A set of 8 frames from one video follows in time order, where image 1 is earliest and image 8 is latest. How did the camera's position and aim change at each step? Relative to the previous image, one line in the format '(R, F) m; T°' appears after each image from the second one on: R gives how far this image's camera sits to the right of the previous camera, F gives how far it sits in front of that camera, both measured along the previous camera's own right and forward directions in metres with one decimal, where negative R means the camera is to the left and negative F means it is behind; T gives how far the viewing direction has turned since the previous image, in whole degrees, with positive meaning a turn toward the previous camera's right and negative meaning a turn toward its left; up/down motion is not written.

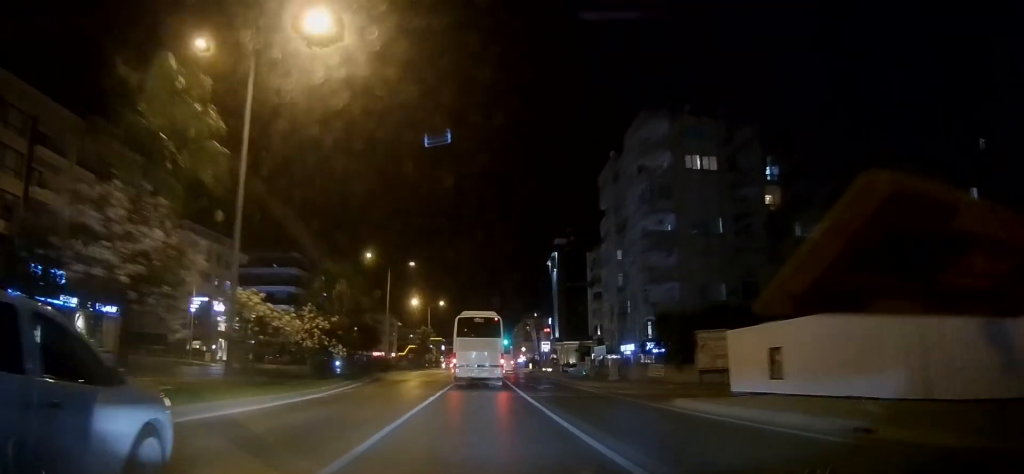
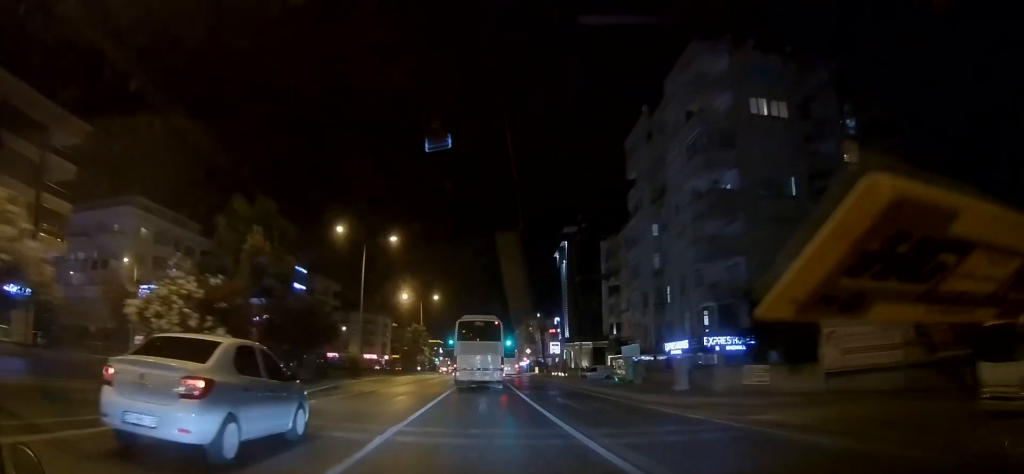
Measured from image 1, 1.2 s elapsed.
(-0.3, +13.1) m; +1°
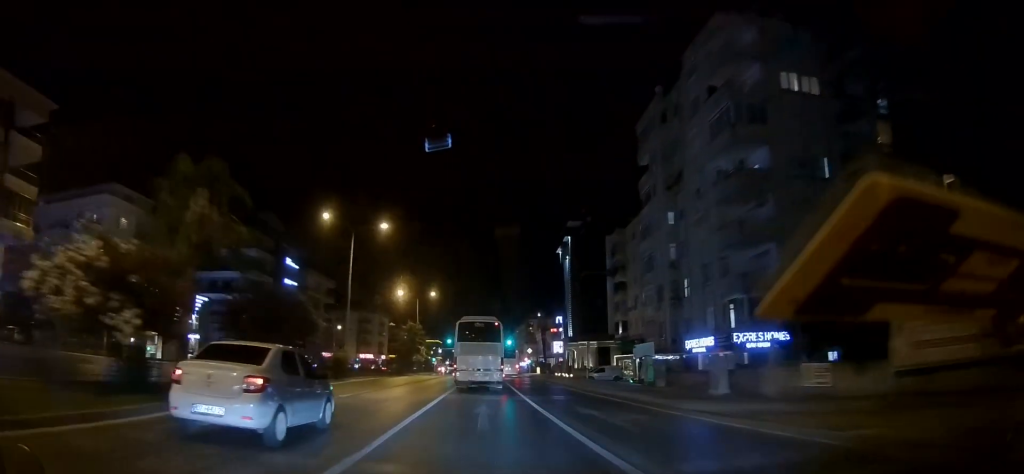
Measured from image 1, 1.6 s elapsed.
(+0.2, +4.4) m; +1°
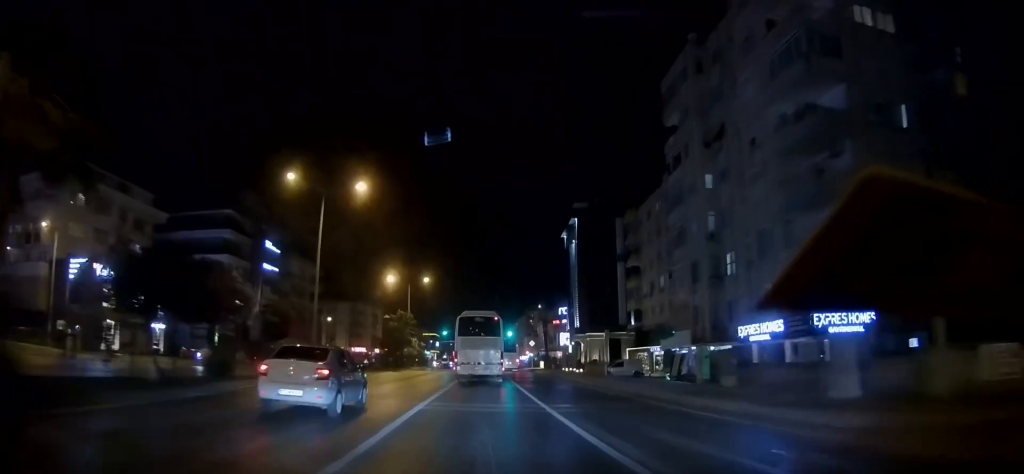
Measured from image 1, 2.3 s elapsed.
(+0.1, +8.4) m; 0°
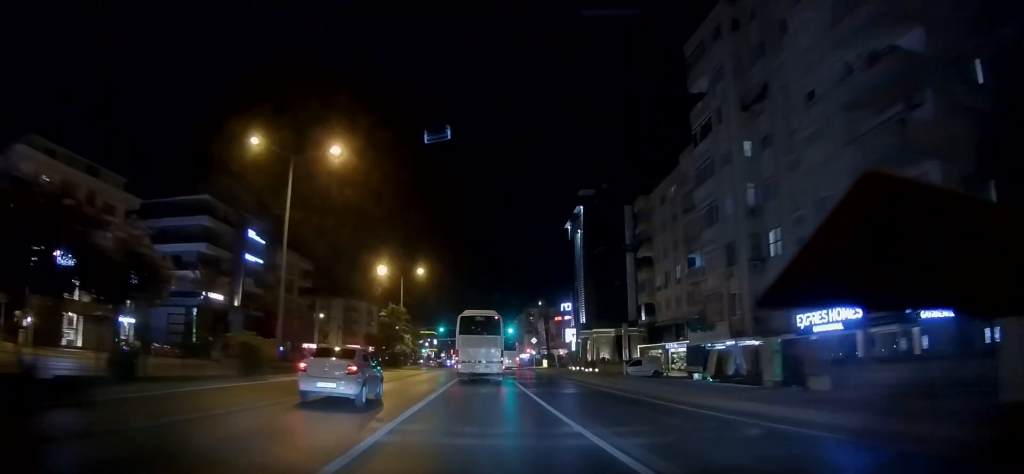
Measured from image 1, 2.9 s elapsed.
(0.0, +6.2) m; 0°
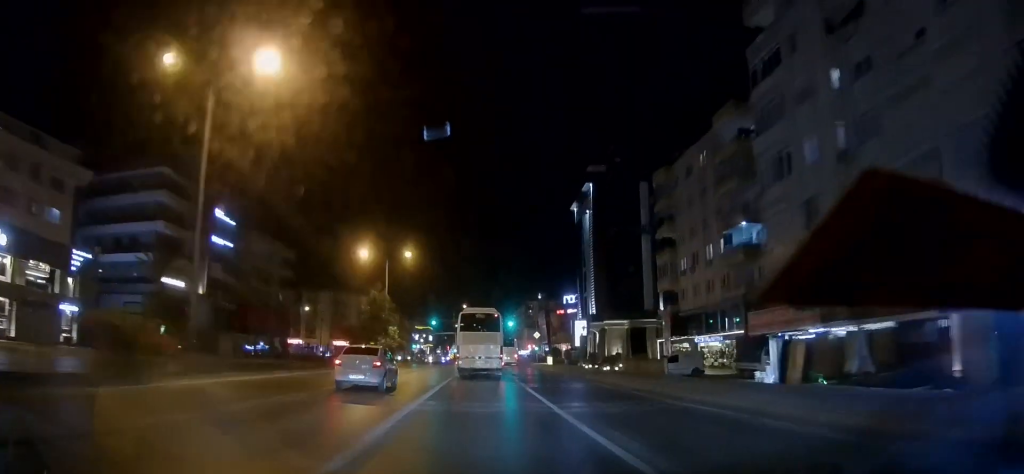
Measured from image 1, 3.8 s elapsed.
(-0.1, +9.1) m; 0°
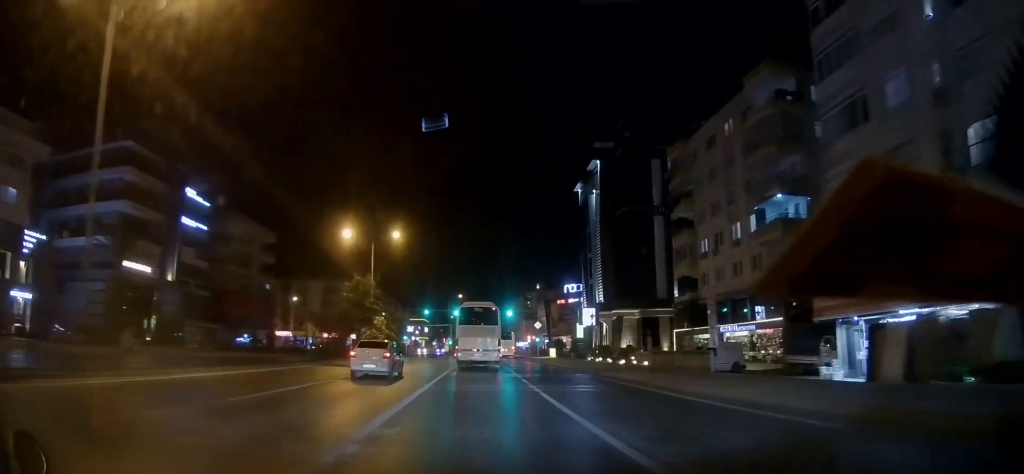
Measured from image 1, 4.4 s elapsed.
(+0.1, +6.5) m; +1°
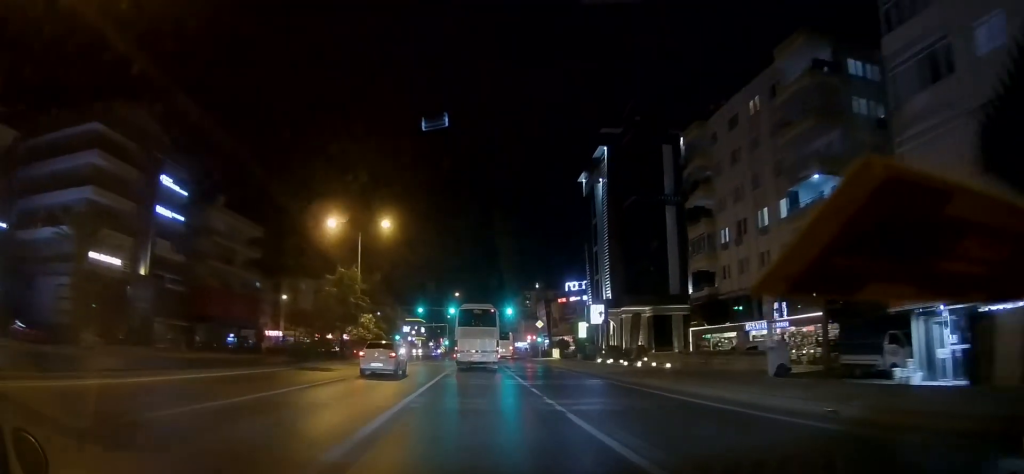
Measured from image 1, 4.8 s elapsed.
(0.0, +5.0) m; 0°
